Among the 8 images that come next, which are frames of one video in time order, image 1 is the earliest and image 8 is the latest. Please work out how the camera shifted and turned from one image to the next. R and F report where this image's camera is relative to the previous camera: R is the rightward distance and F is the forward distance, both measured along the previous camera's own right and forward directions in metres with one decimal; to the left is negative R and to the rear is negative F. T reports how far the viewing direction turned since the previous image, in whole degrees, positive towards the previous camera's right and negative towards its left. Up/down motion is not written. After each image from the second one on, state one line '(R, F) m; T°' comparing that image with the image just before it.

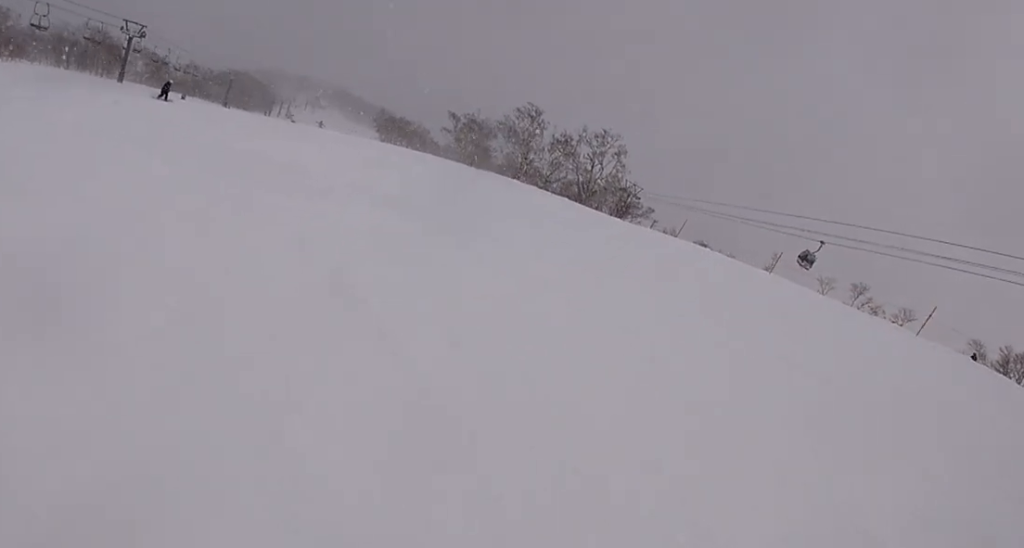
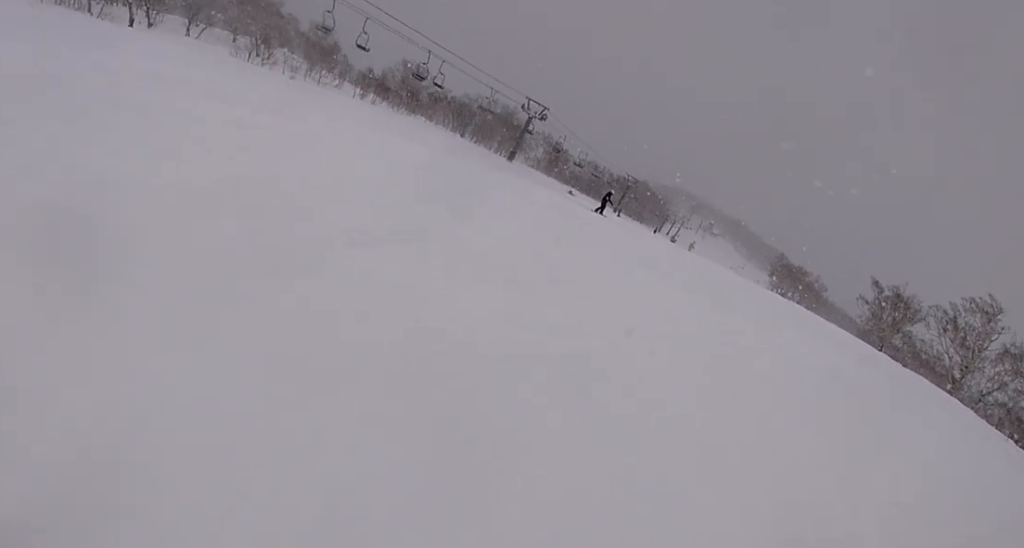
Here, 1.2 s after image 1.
(-5.0, +10.9) m; -29°
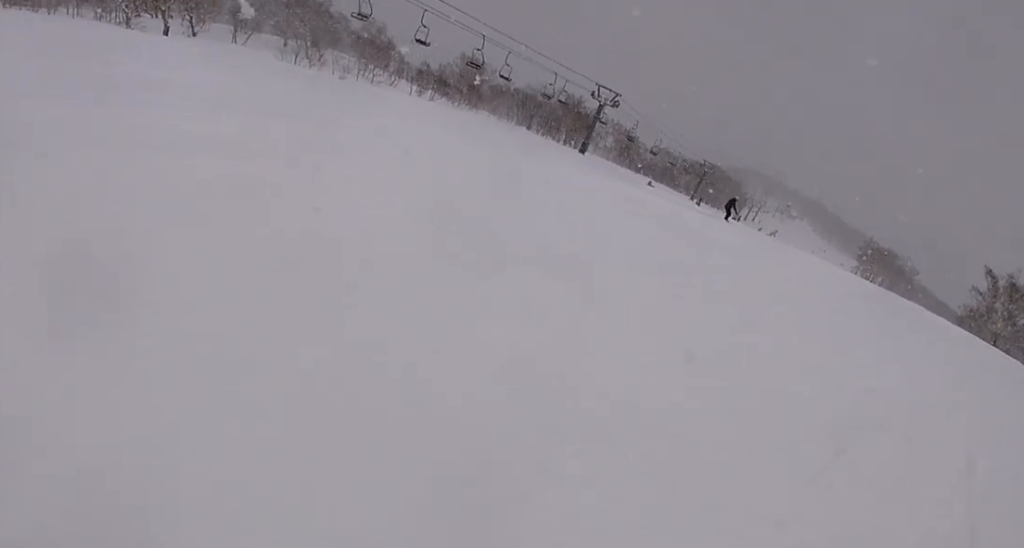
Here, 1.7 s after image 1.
(-0.8, +5.2) m; -2°
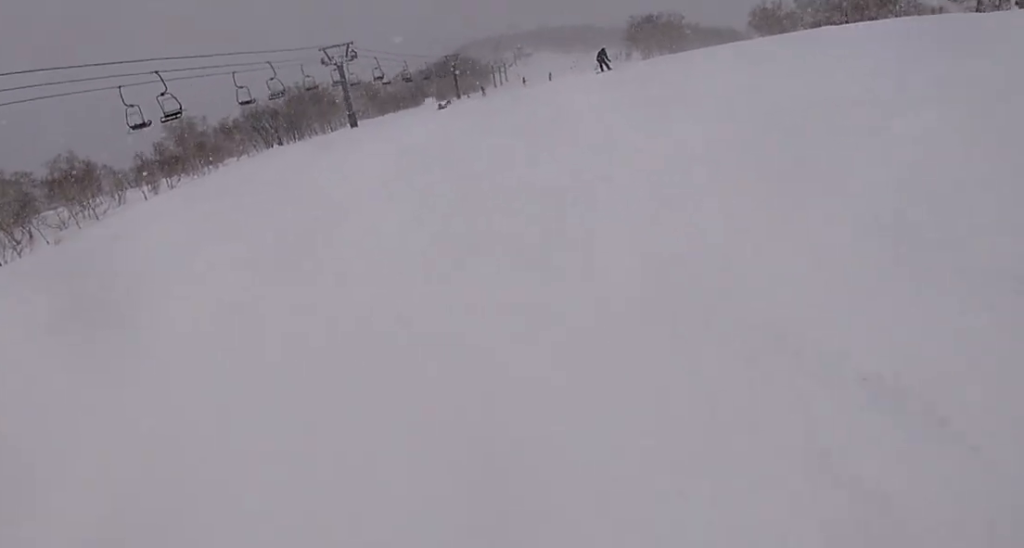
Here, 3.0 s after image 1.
(+2.4, +13.5) m; +23°
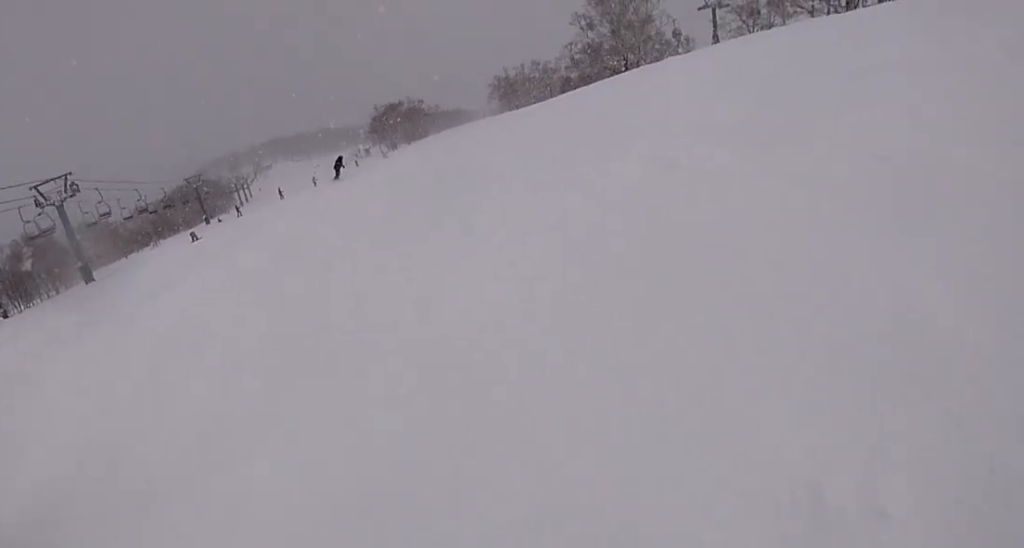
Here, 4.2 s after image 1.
(+2.6, +11.8) m; +23°
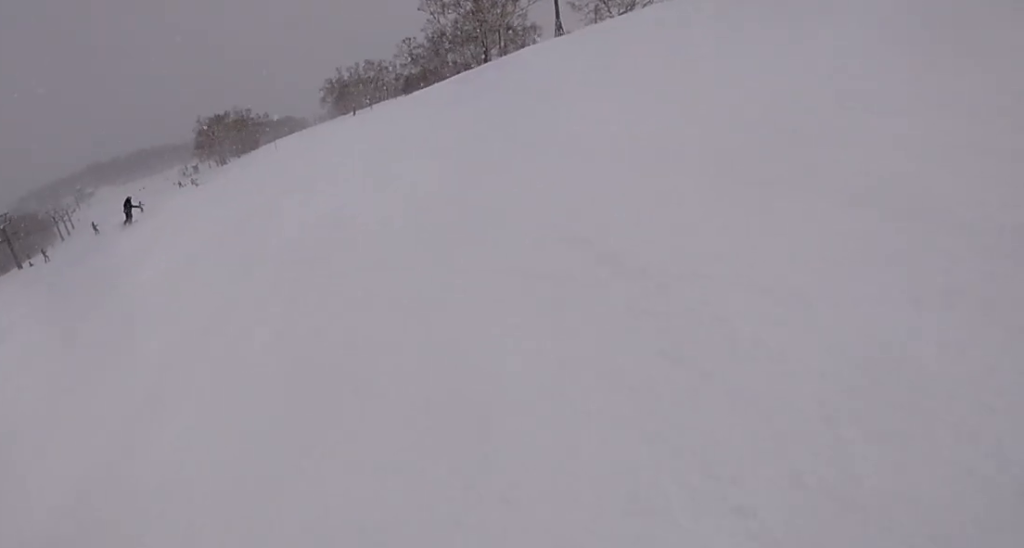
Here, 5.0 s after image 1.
(+1.1, +8.8) m; +14°
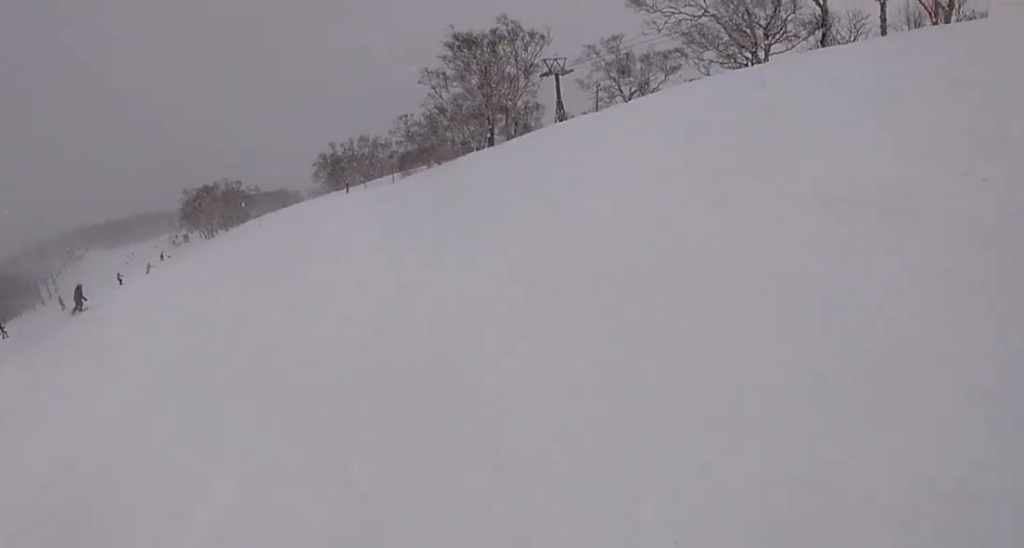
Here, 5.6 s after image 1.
(+1.3, +6.1) m; +2°
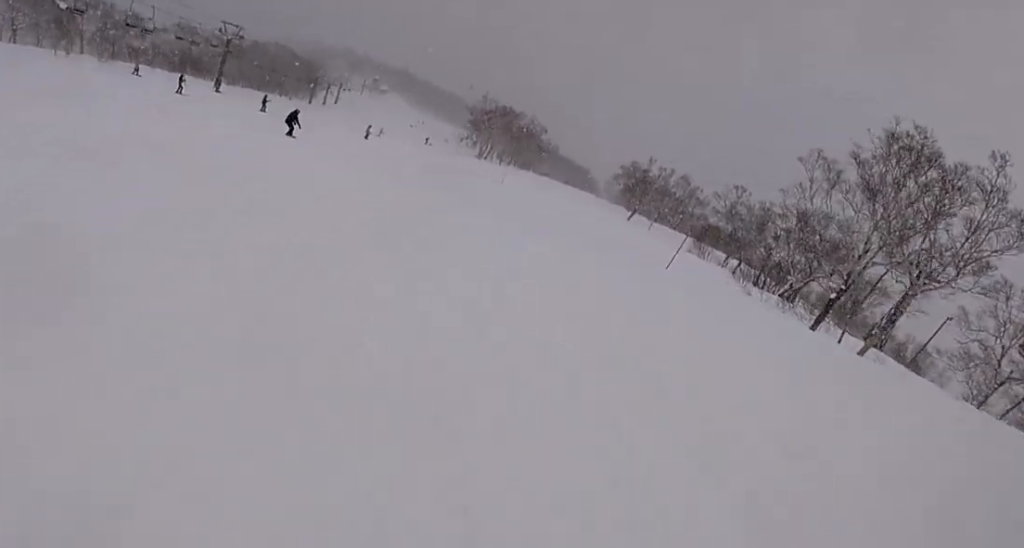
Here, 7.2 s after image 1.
(-3.4, +15.8) m; -27°
